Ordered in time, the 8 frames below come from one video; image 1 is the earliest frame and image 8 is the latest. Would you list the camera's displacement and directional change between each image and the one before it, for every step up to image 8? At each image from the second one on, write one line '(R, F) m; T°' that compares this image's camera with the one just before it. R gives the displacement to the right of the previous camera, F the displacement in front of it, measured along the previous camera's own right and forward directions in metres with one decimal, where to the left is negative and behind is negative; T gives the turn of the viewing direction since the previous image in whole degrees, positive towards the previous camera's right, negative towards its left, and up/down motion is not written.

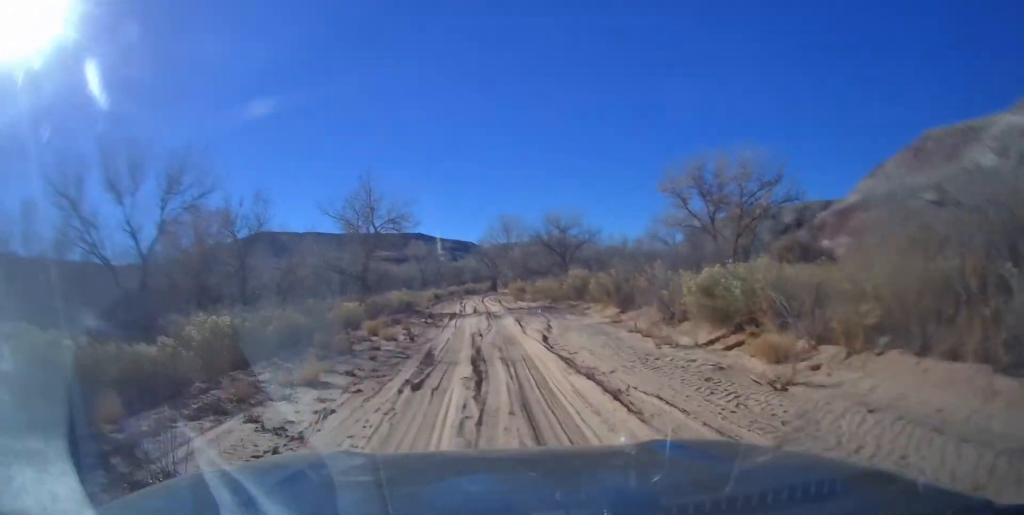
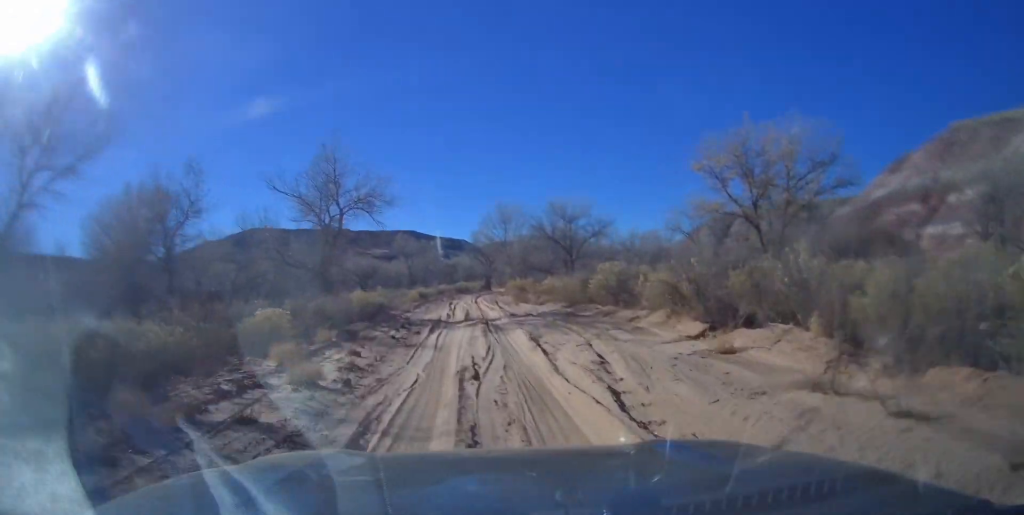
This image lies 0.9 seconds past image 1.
(-0.2, +8.6) m; 0°
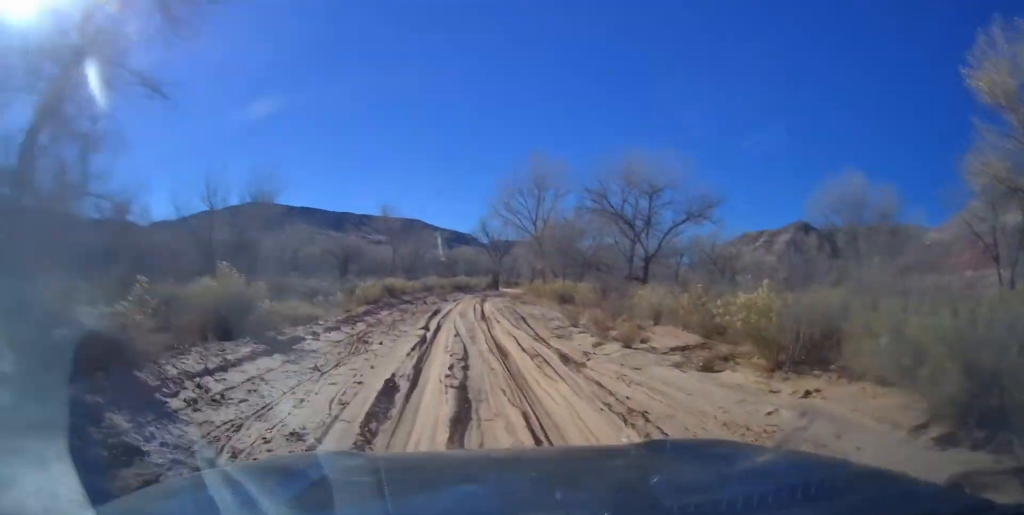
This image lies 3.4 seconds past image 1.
(+0.5, +23.1) m; +2°
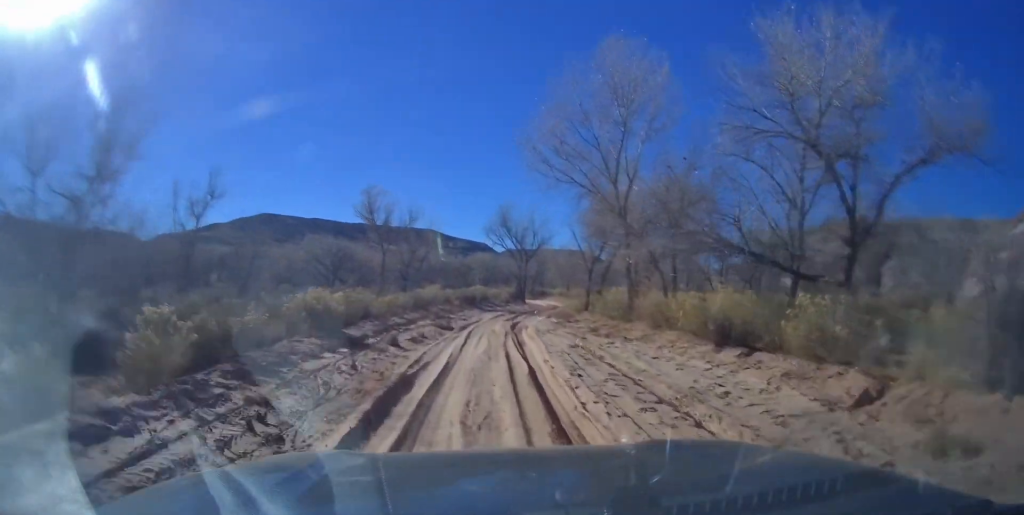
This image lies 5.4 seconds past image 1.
(+0.2, +19.0) m; +1°
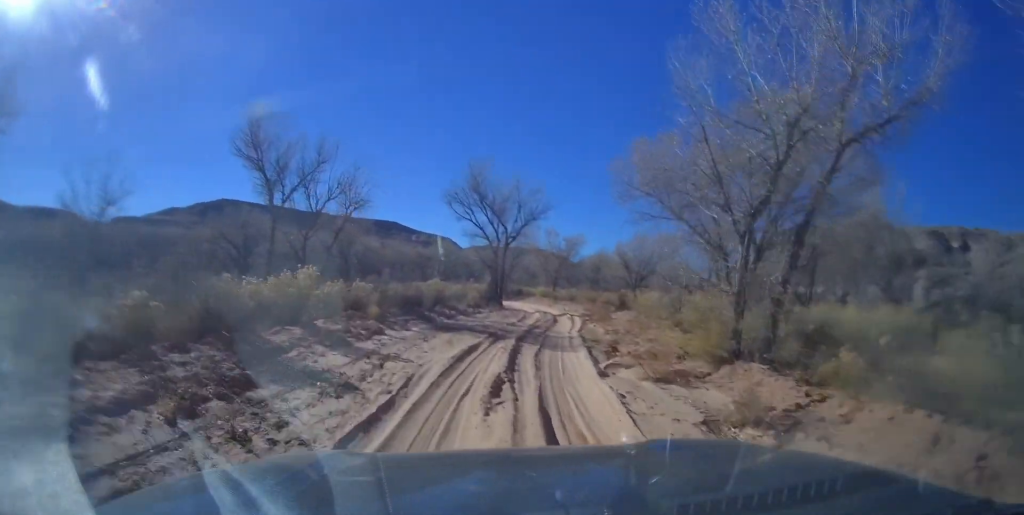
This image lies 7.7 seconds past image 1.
(+0.3, +21.7) m; +2°
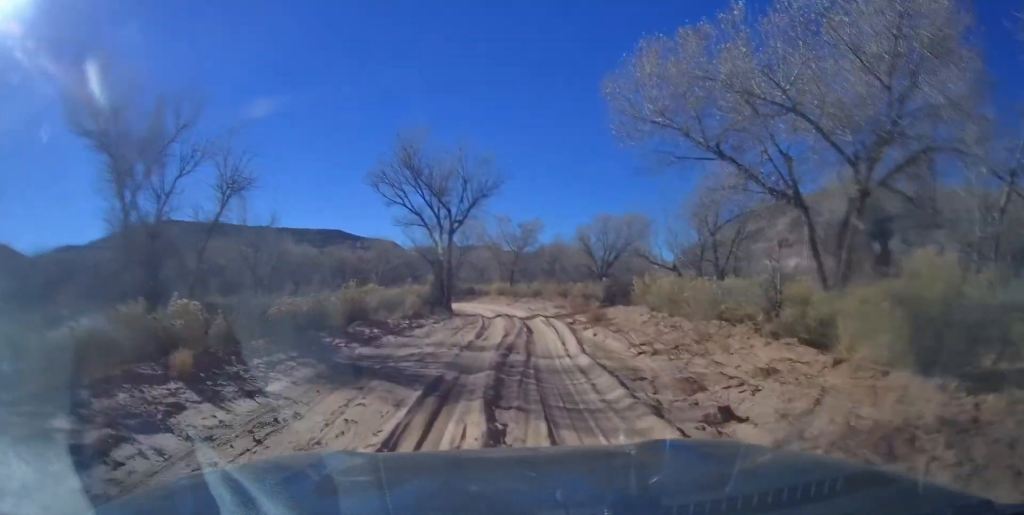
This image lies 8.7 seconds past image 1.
(0.0, +9.6) m; +2°
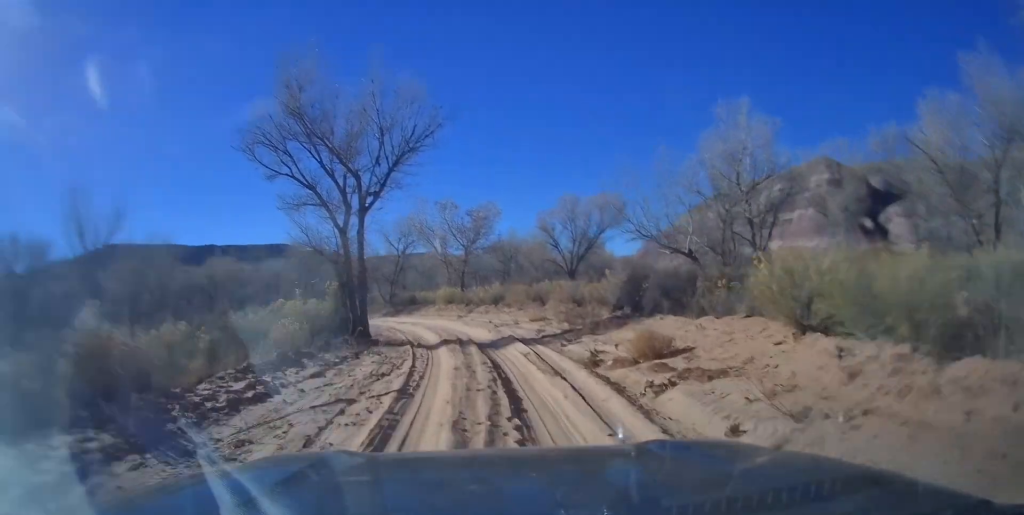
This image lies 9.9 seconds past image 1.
(+0.3, +12.1) m; +2°
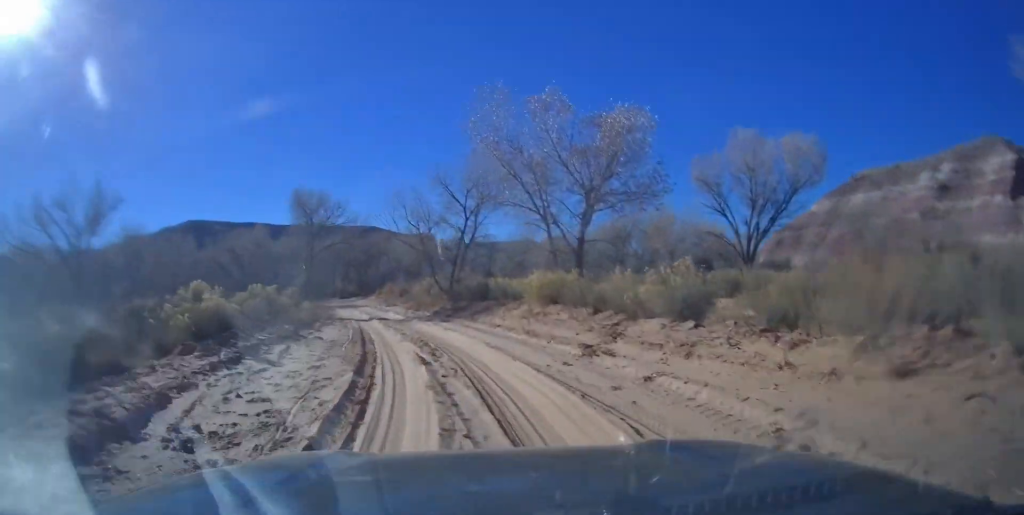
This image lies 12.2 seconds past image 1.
(+0.5, +21.9) m; -1°
